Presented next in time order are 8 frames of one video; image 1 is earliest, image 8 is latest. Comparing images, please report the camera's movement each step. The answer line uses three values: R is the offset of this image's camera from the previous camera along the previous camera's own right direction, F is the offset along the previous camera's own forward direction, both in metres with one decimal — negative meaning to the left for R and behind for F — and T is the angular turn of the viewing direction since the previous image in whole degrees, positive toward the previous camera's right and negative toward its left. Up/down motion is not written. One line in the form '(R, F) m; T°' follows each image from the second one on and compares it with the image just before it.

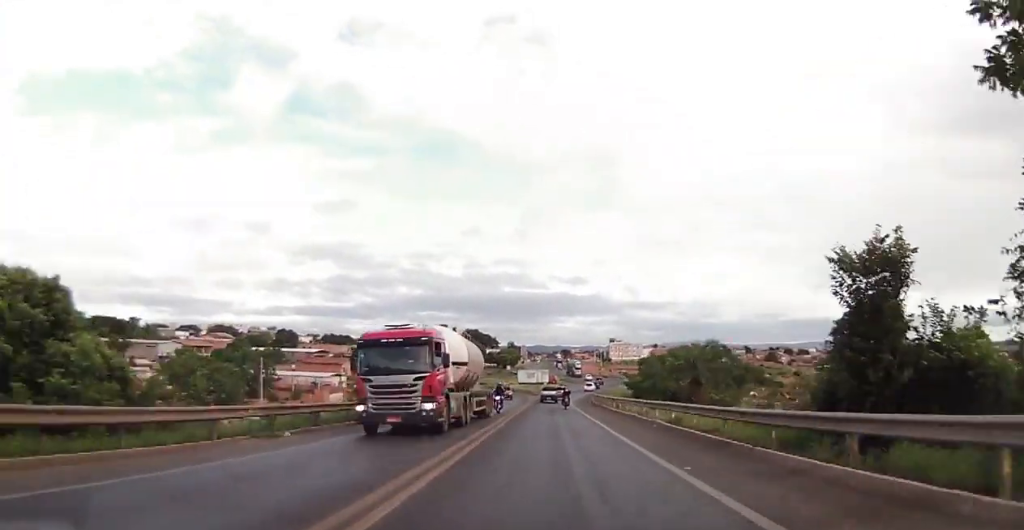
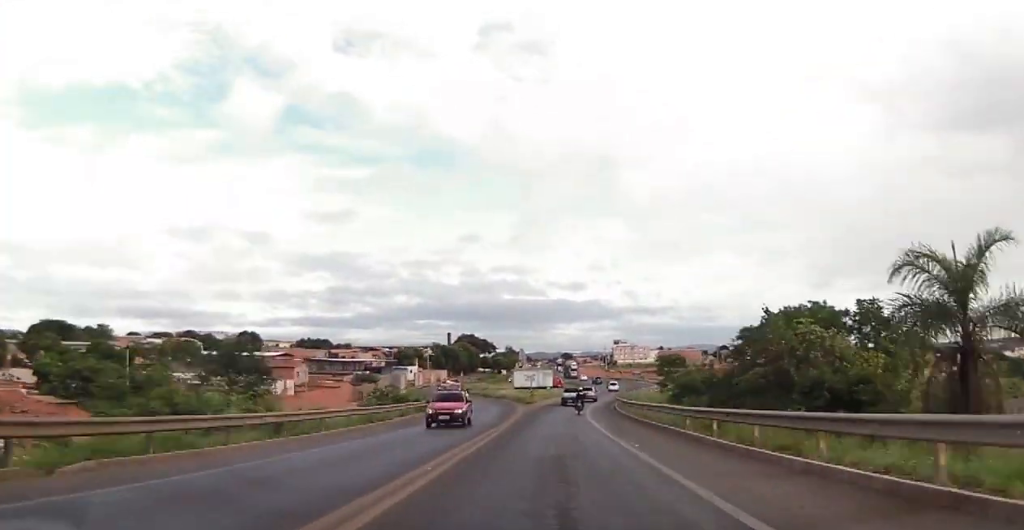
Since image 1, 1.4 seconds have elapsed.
(0.0, +30.8) m; 0°
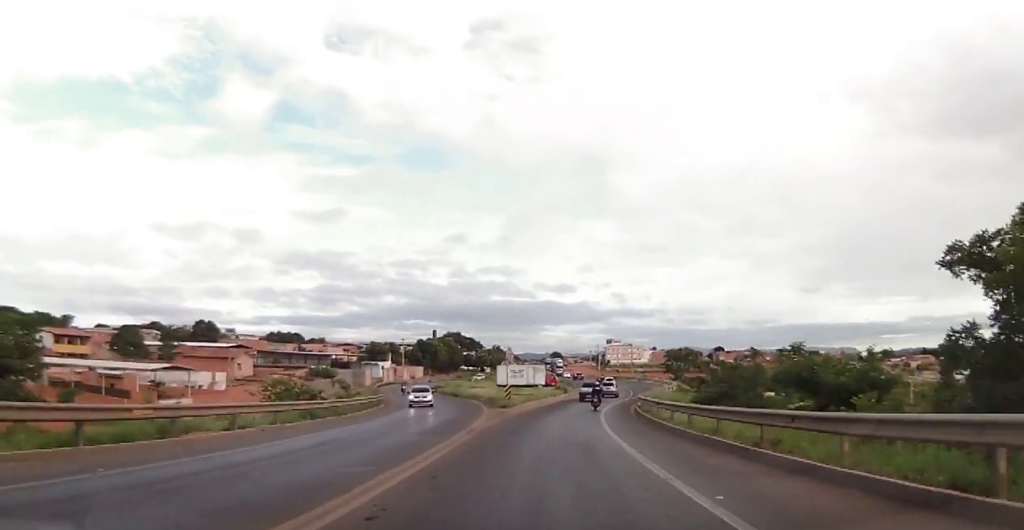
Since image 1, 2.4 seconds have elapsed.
(-0.1, +21.7) m; +1°
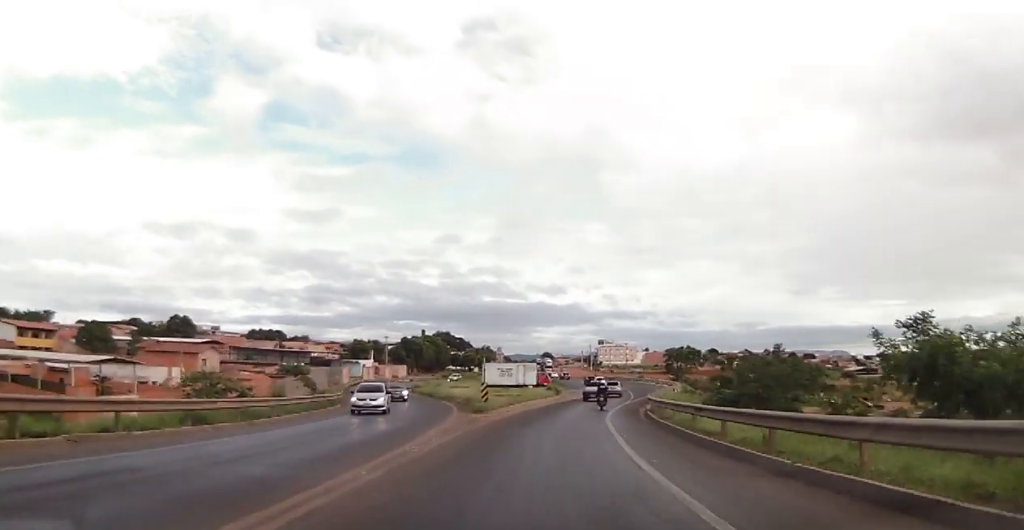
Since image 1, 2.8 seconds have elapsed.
(+0.1, +9.1) m; +1°
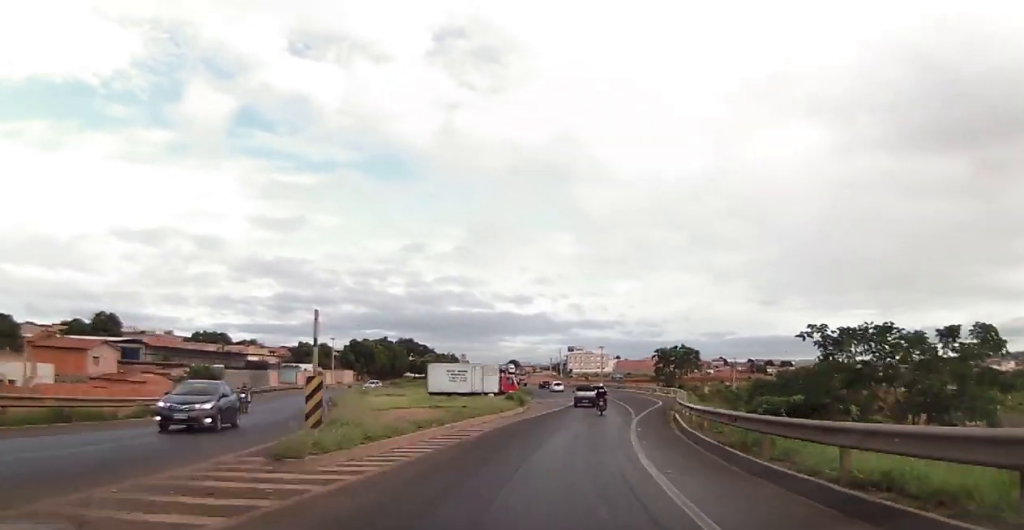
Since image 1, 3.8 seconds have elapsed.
(+0.2, +20.3) m; +2°
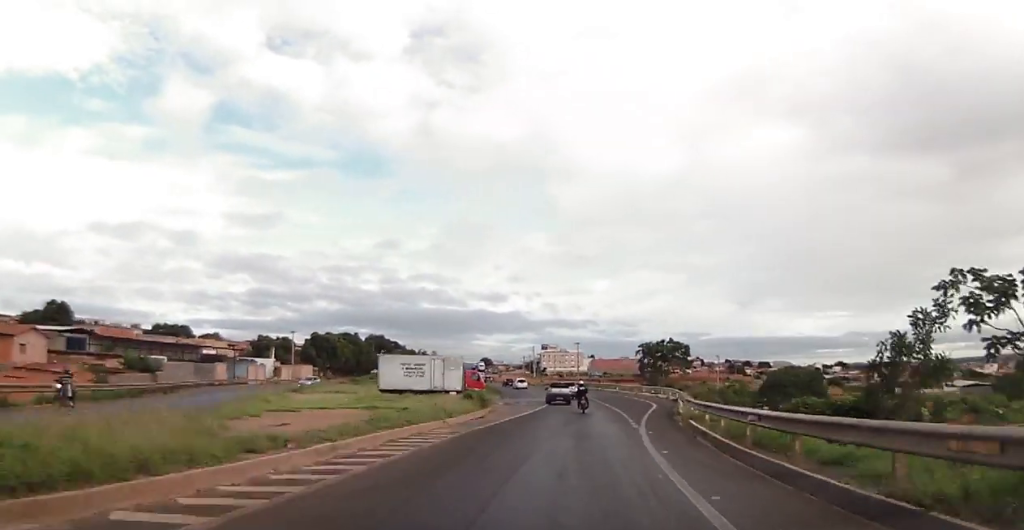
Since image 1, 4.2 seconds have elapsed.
(-0.2, +9.8) m; +1°
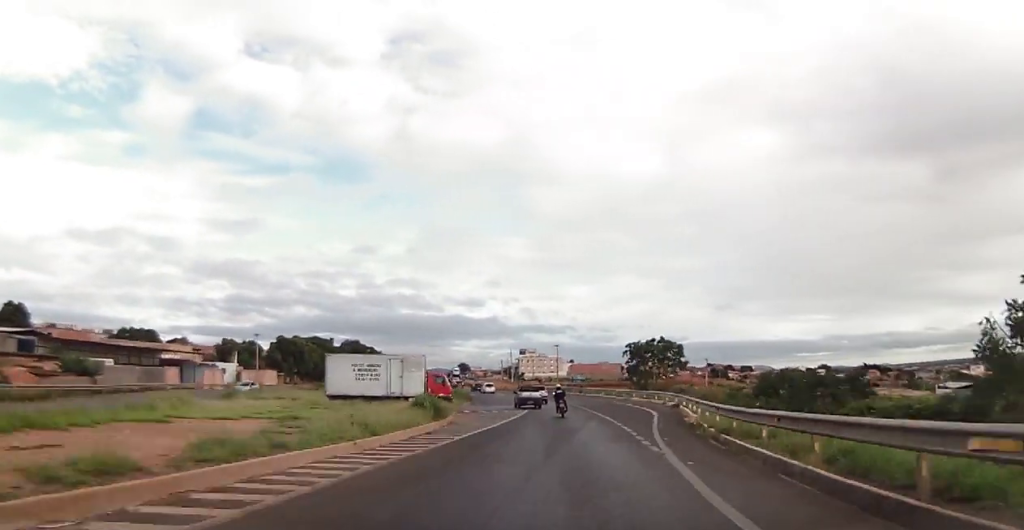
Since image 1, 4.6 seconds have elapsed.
(+0.4, +8.2) m; +2°
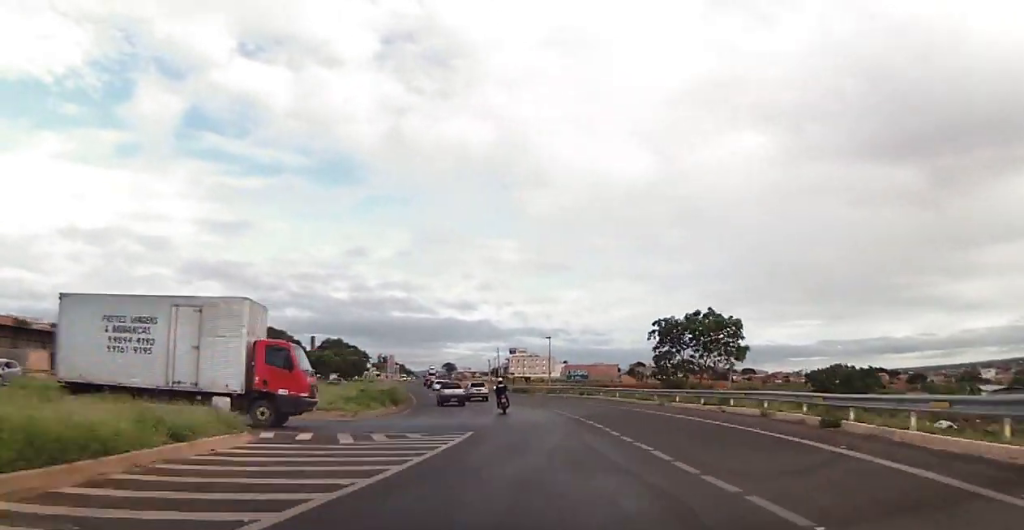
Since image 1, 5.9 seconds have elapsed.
(+1.2, +26.0) m; 0°
